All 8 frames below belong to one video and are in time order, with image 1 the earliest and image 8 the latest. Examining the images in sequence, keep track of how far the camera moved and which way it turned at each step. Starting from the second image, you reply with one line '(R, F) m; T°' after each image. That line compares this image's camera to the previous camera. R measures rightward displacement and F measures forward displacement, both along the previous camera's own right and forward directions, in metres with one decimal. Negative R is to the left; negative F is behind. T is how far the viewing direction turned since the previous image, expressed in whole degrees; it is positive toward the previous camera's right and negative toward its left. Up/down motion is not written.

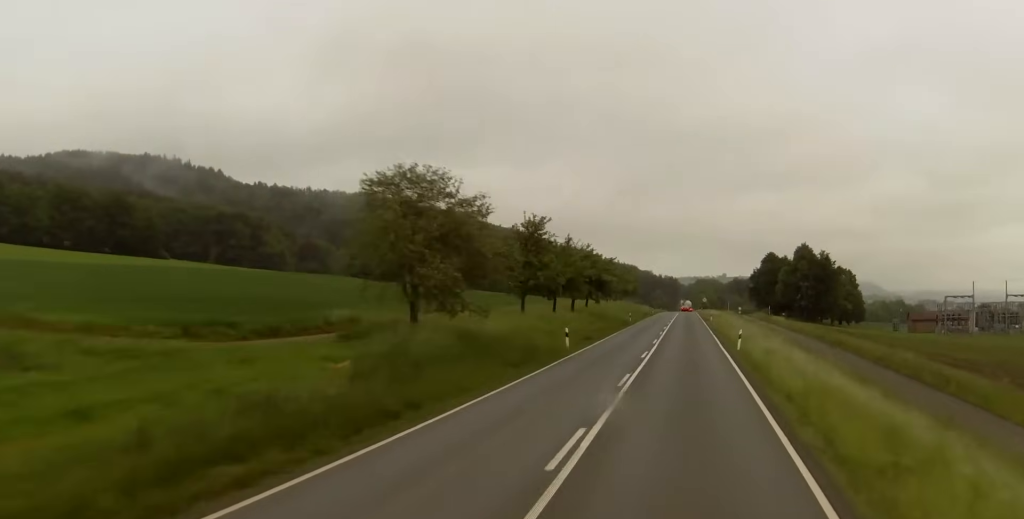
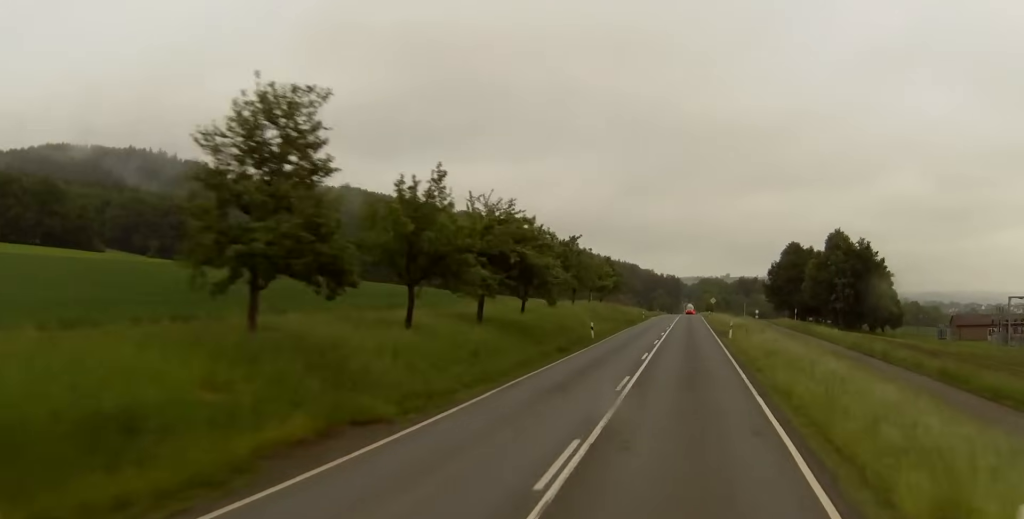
(+0.7, +37.0) m; +2°
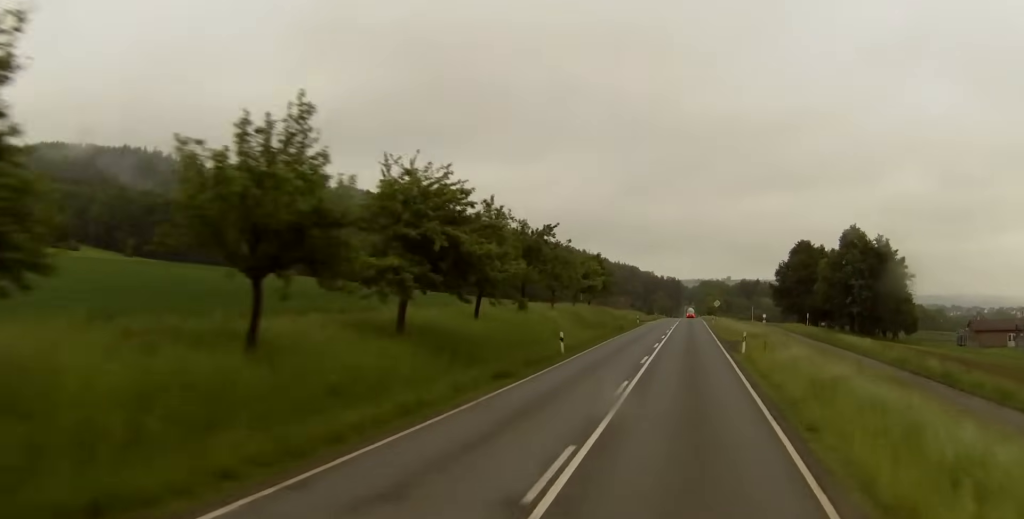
(+0.1, +12.6) m; 0°
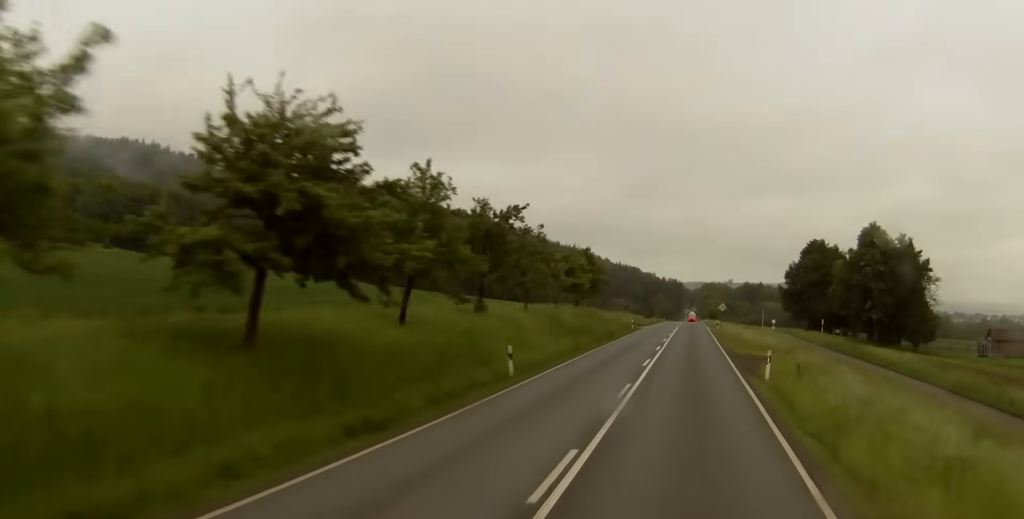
(-0.3, +11.9) m; -1°
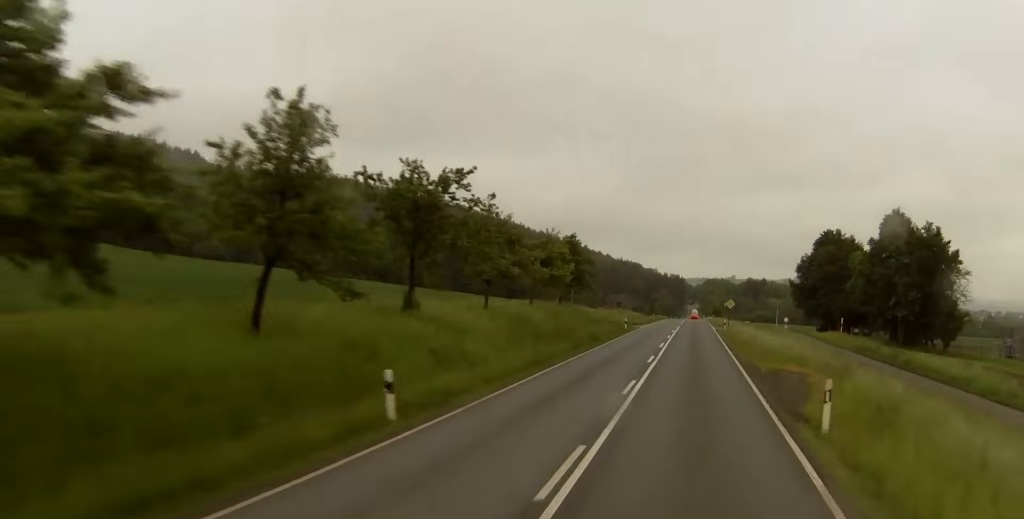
(-0.1, +12.0) m; 0°
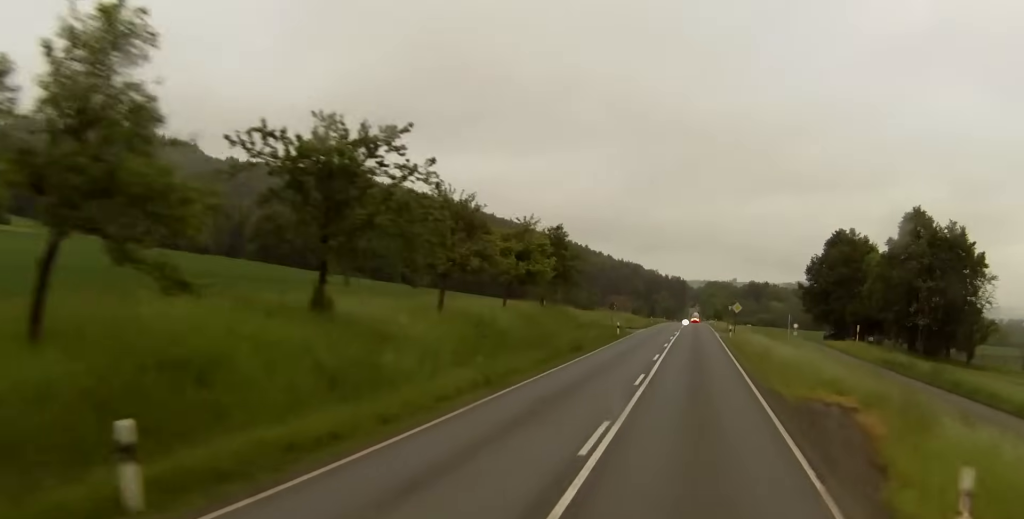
(0.0, +8.6) m; 0°
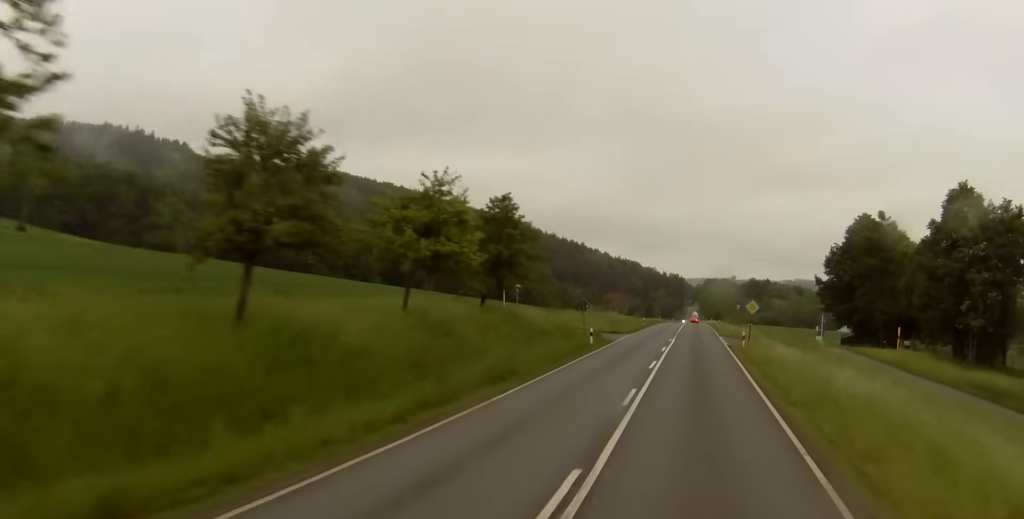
(0.0, +17.3) m; 0°
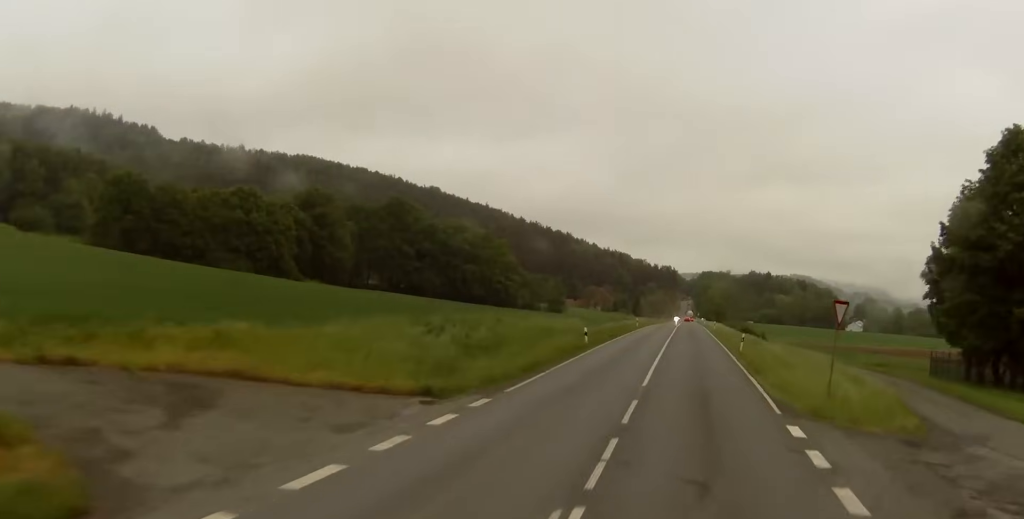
(0.0, +50.5) m; +1°
